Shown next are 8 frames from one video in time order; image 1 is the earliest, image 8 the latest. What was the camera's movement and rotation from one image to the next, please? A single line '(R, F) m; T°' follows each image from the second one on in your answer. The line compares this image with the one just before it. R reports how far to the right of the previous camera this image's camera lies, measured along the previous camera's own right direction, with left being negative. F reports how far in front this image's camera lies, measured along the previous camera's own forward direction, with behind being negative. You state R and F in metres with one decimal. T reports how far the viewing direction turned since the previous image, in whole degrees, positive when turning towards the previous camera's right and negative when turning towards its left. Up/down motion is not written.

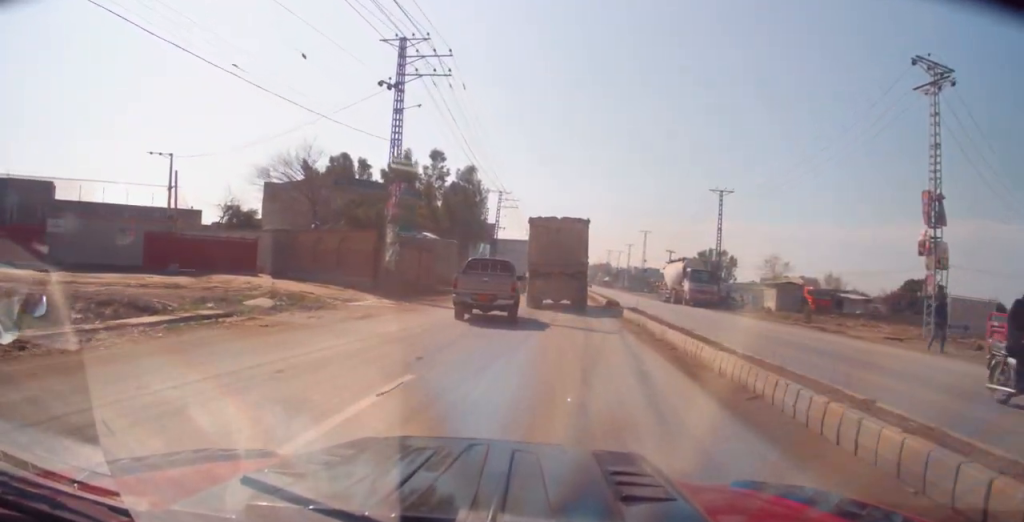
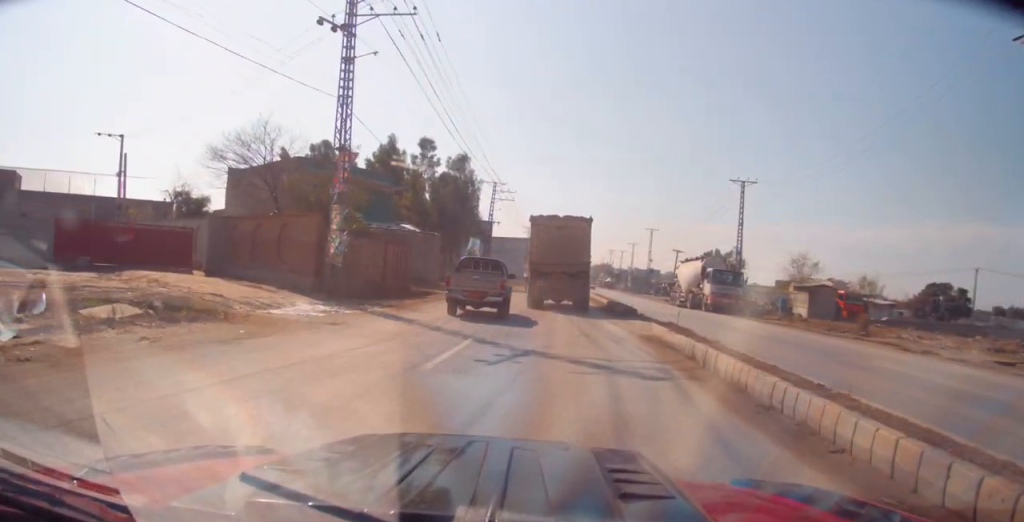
(+0.1, +7.0) m; +2°
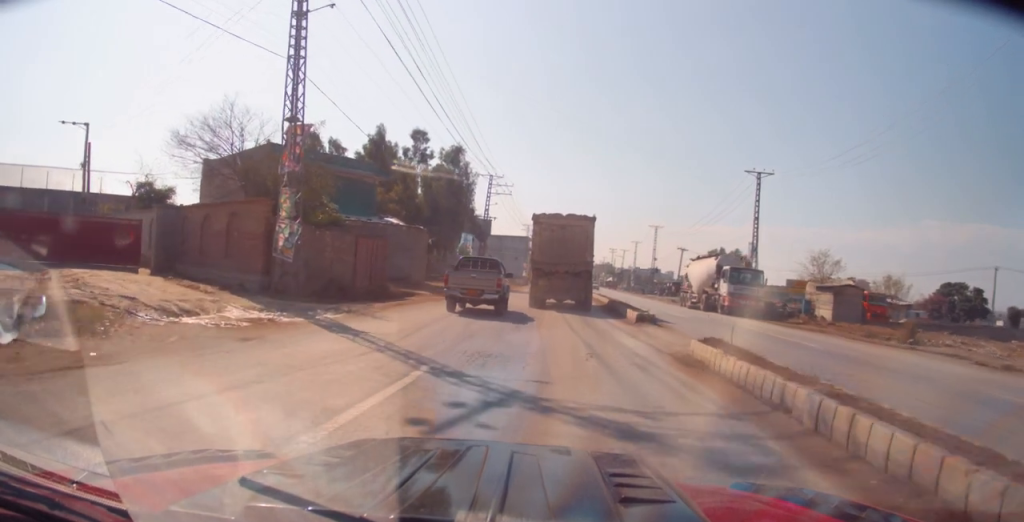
(+0.1, +4.3) m; 0°
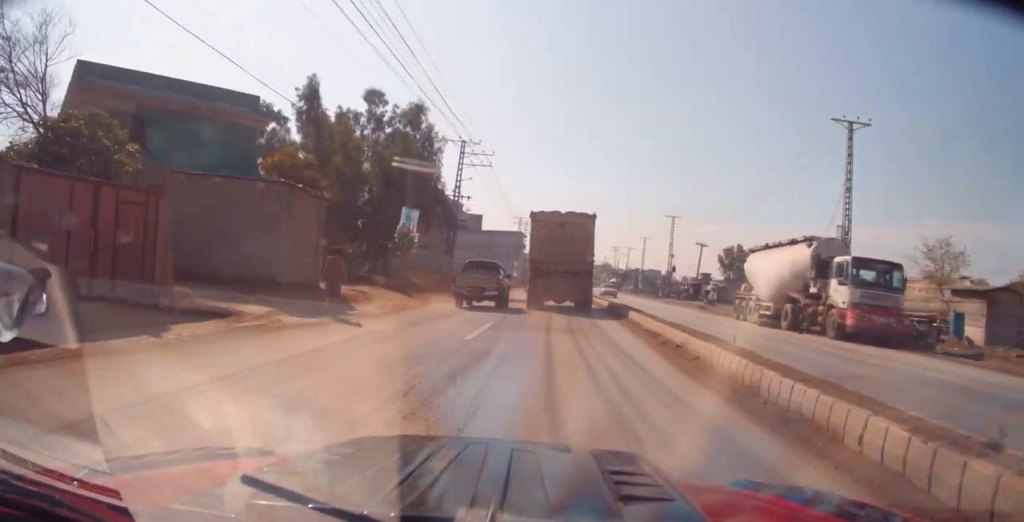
(+0.1, +16.9) m; -2°
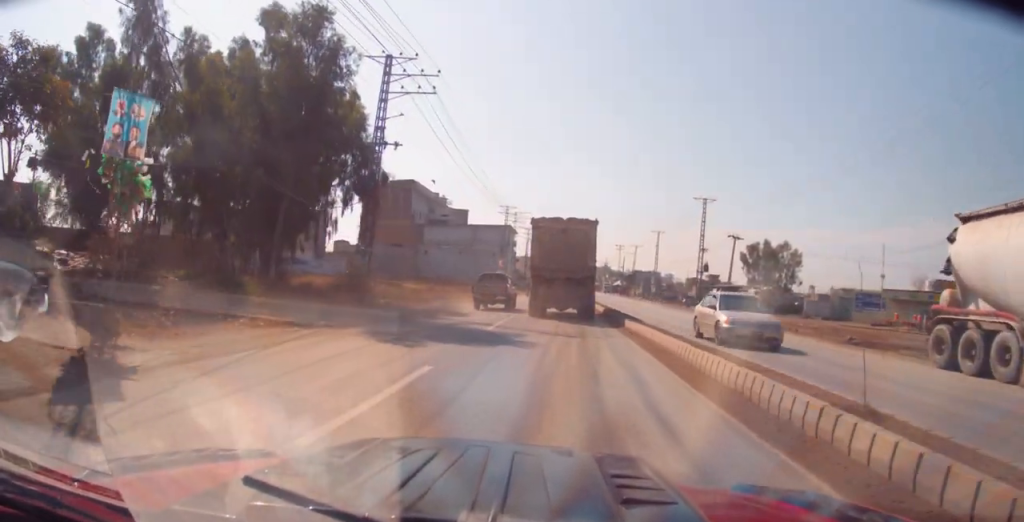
(-0.1, +20.1) m; 0°
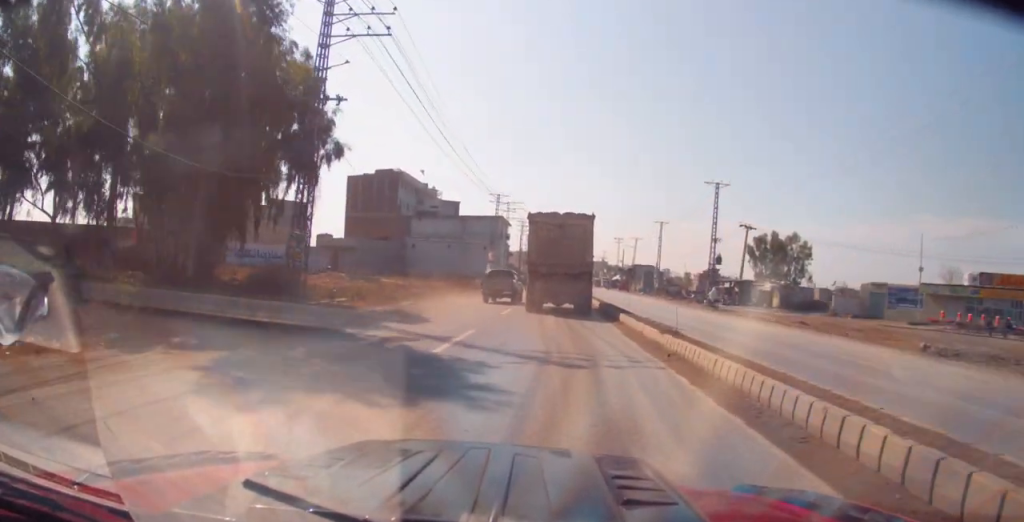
(-0.1, +6.3) m; +1°
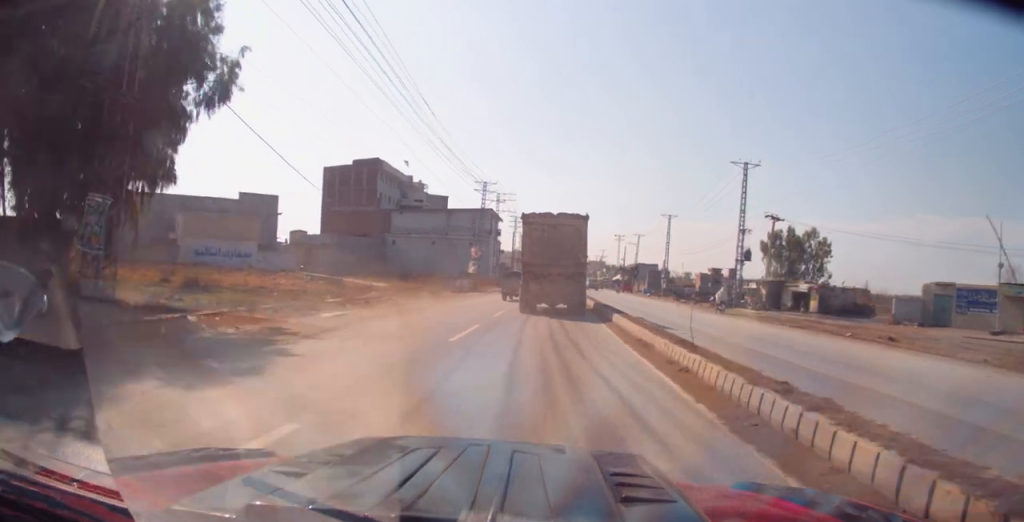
(+0.1, +9.7) m; +1°
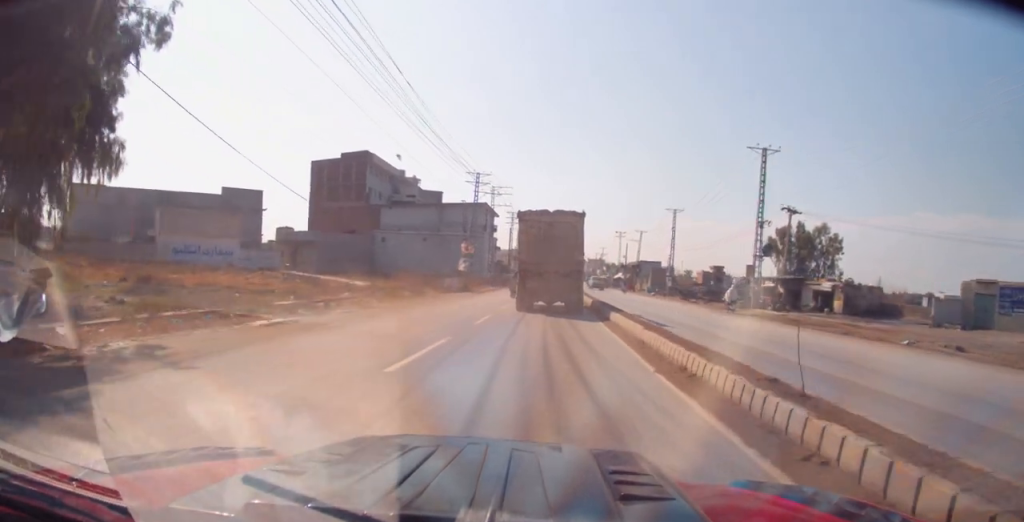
(+0.2, +4.5) m; 0°
